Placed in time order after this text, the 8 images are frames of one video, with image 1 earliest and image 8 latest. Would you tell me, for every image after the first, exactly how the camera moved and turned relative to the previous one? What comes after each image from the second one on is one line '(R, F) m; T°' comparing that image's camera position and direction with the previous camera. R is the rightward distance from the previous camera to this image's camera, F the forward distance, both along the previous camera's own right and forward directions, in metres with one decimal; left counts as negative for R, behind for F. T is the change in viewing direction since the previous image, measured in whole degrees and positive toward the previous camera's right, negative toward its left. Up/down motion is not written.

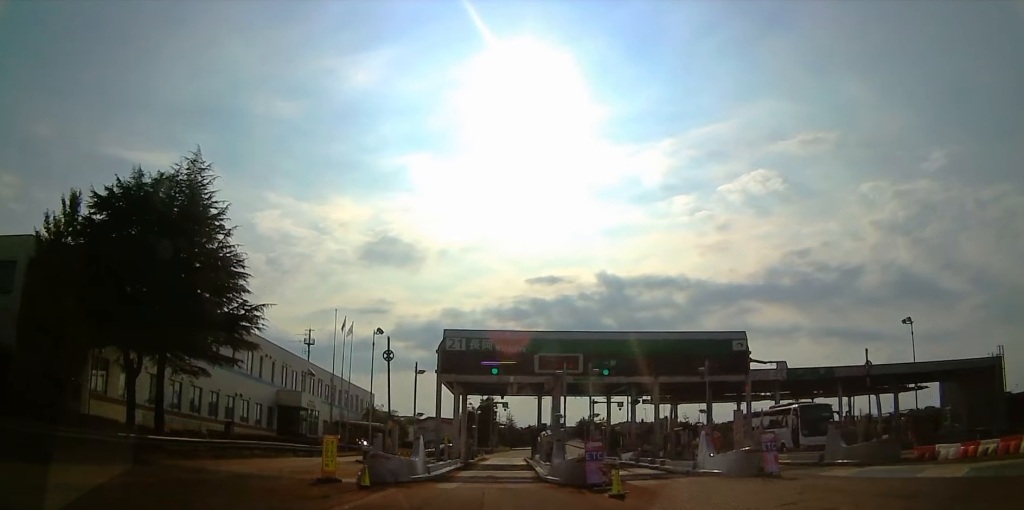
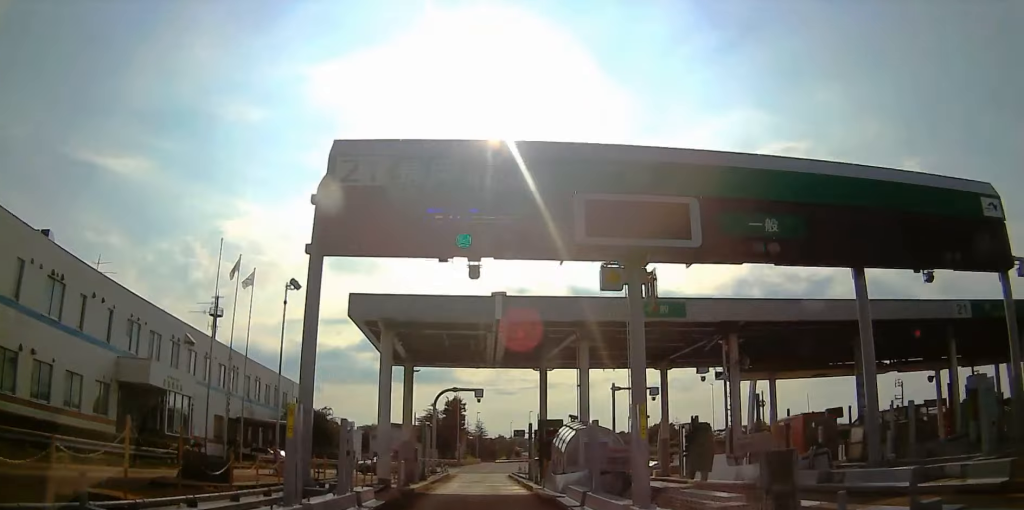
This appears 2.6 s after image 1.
(0.0, +24.5) m; 0°
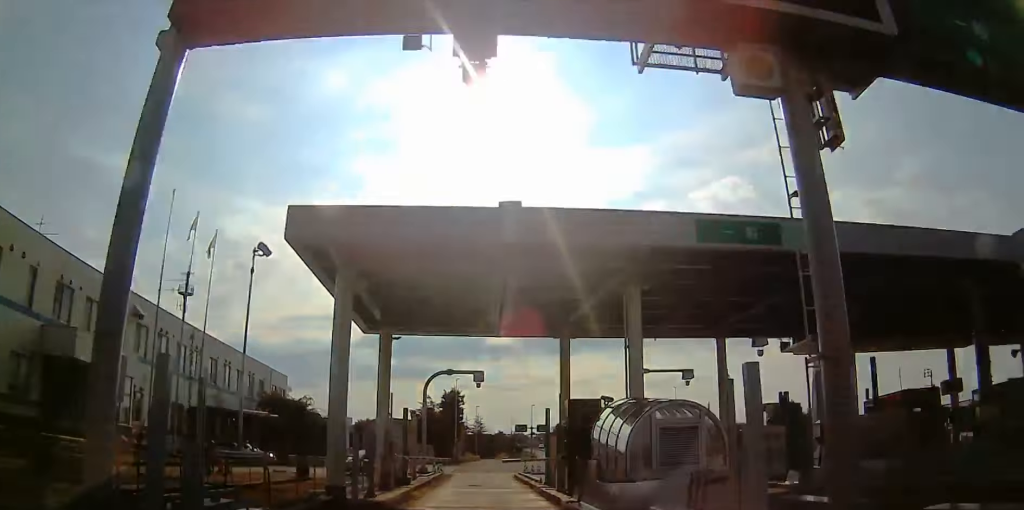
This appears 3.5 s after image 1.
(0.0, +8.8) m; 0°
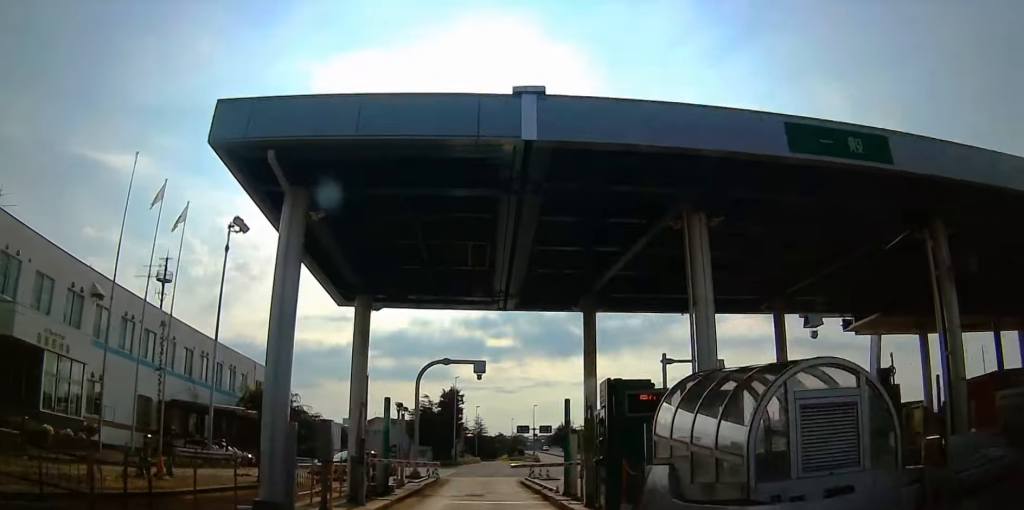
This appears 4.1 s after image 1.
(0.0, +5.6) m; 0°
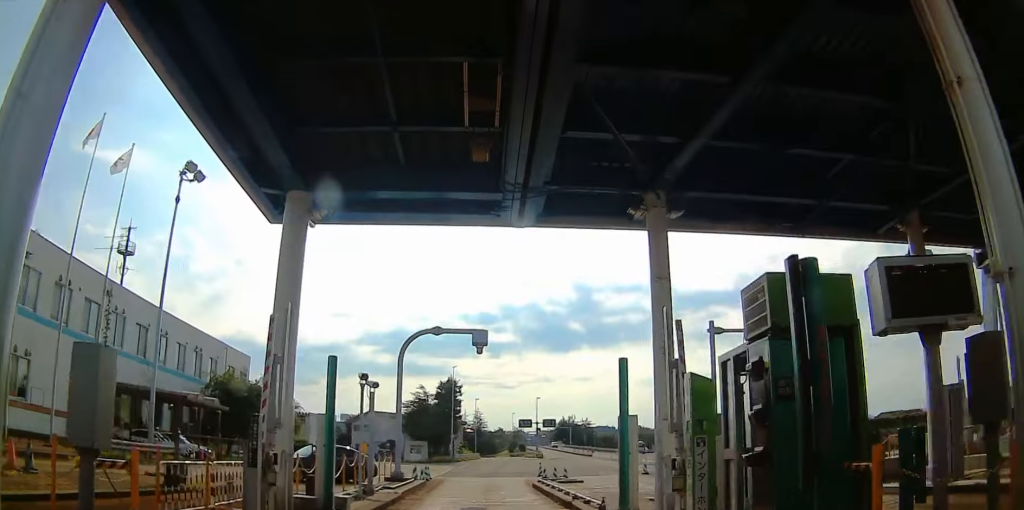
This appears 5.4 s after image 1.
(0.0, +9.1) m; 0°
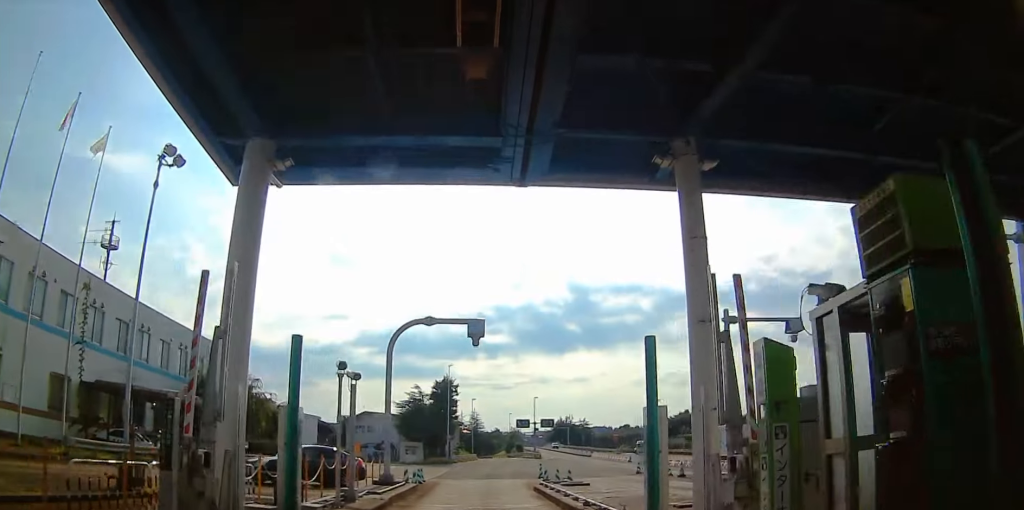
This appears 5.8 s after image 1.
(0.0, +2.9) m; 0°
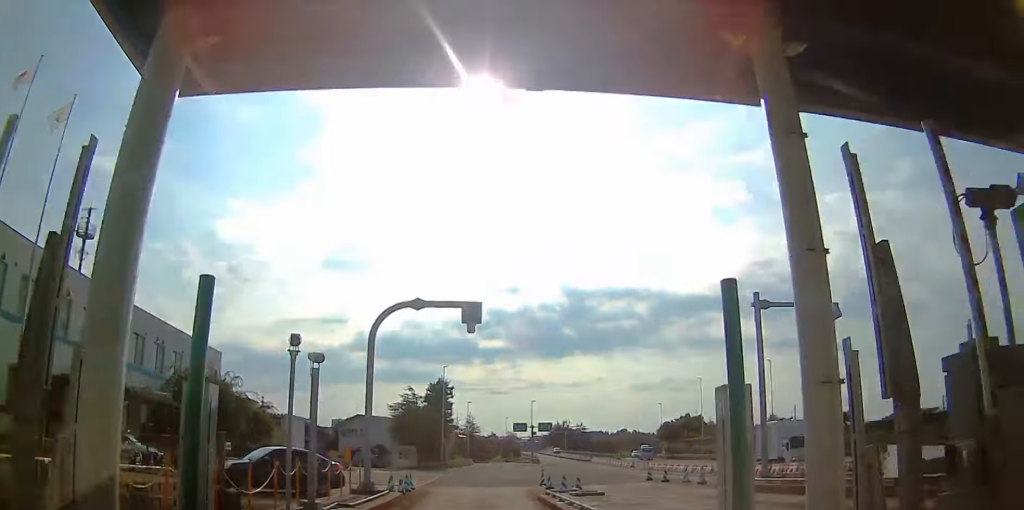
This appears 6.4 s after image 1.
(0.0, +3.9) m; 0°
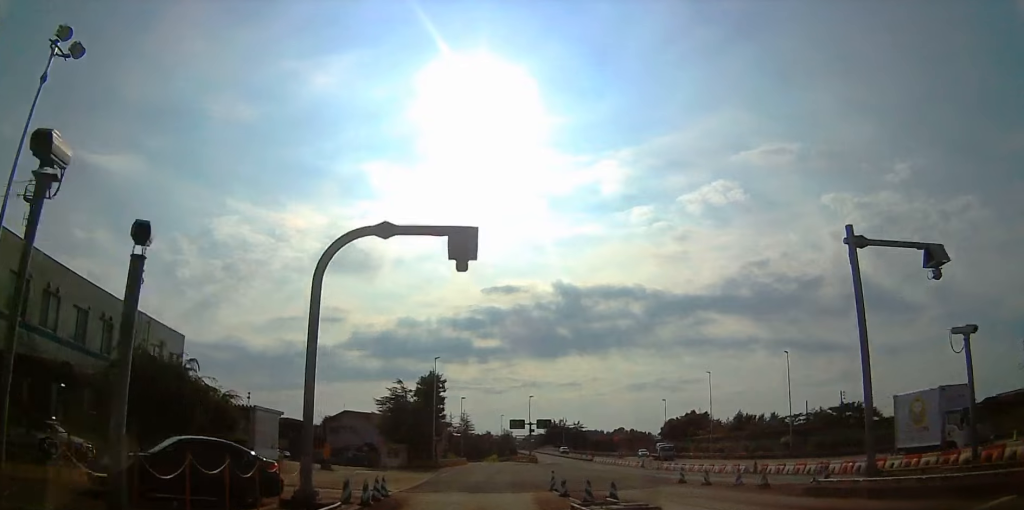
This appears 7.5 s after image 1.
(0.0, +7.0) m; 0°
